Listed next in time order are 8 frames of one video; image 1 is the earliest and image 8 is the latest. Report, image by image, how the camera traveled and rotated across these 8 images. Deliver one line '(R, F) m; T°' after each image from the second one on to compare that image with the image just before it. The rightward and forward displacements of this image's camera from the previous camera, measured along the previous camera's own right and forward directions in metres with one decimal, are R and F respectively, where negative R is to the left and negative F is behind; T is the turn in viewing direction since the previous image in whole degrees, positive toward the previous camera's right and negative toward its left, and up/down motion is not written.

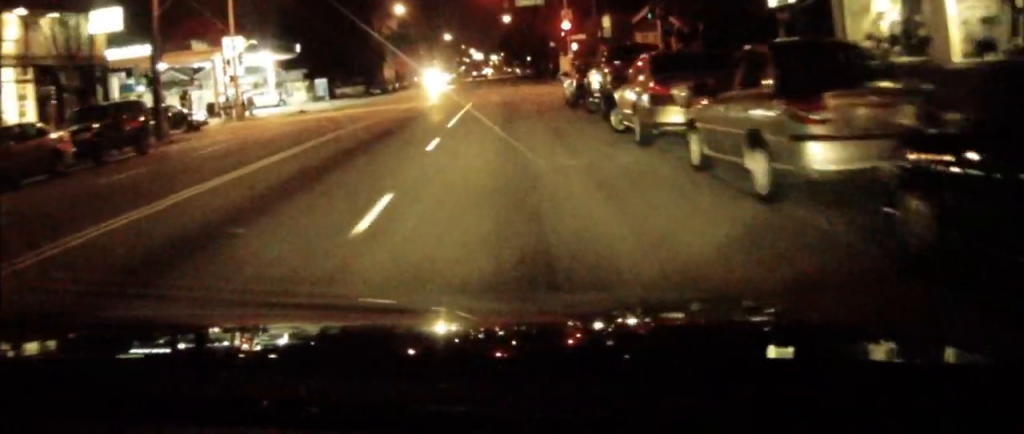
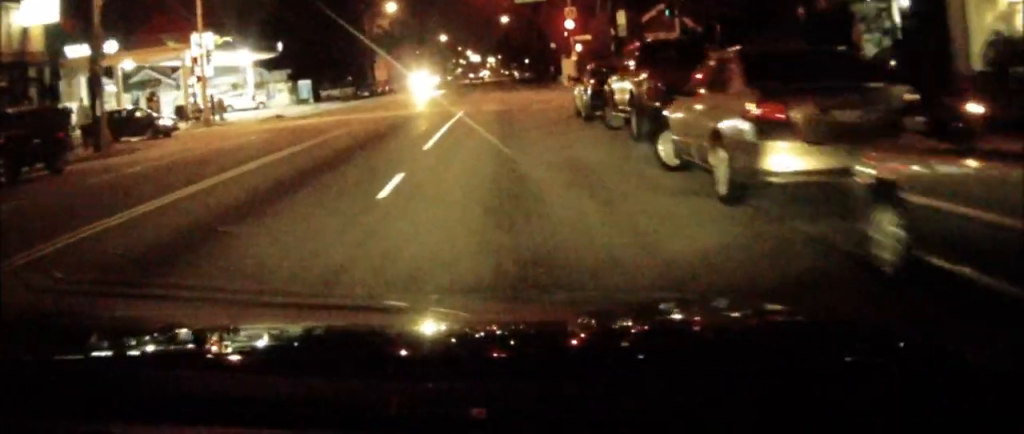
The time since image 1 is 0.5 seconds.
(0.0, +5.4) m; 0°
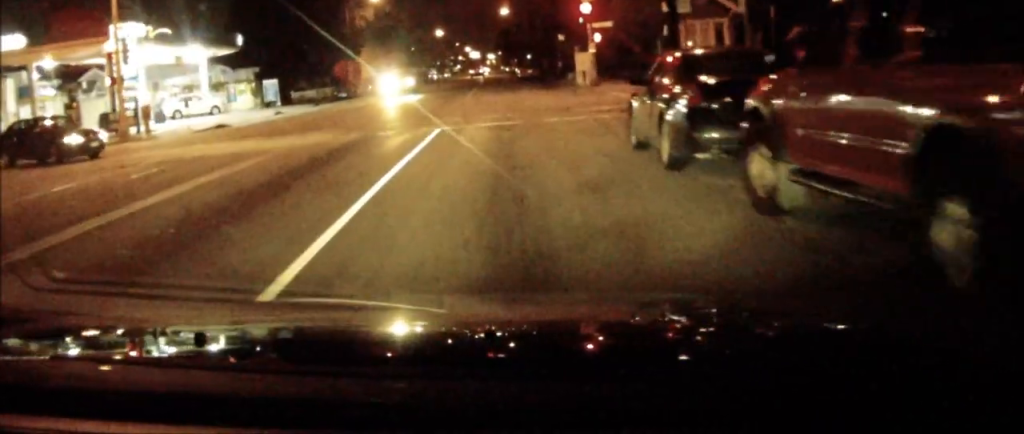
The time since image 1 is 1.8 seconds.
(0.0, +11.2) m; 0°
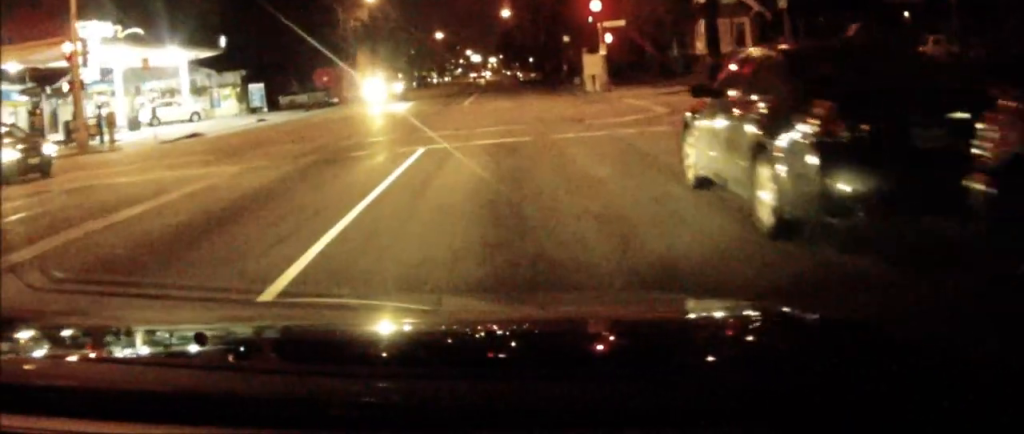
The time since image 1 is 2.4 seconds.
(0.0, +4.1) m; 0°
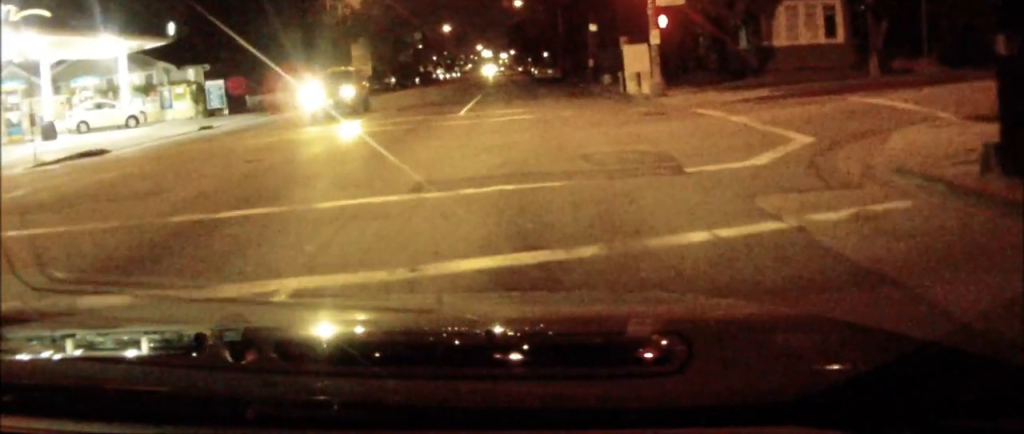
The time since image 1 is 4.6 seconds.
(+0.2, +8.8) m; +2°
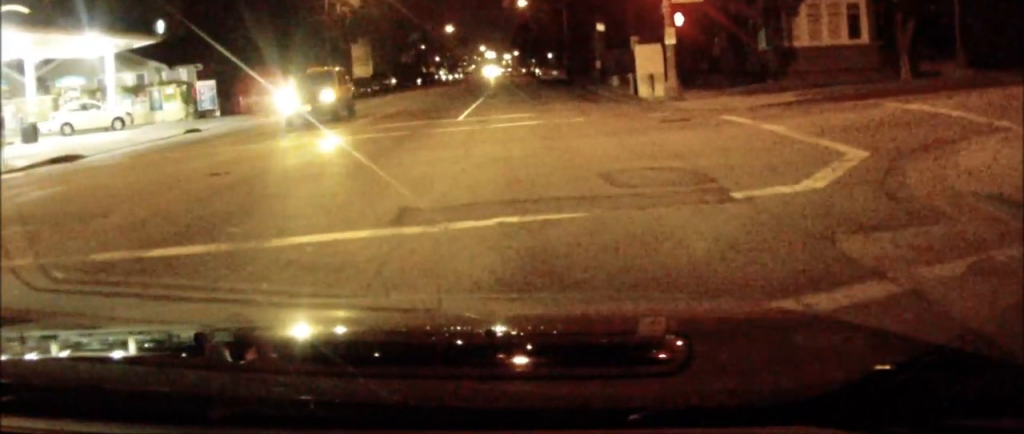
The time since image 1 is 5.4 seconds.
(0.0, +2.5) m; -4°
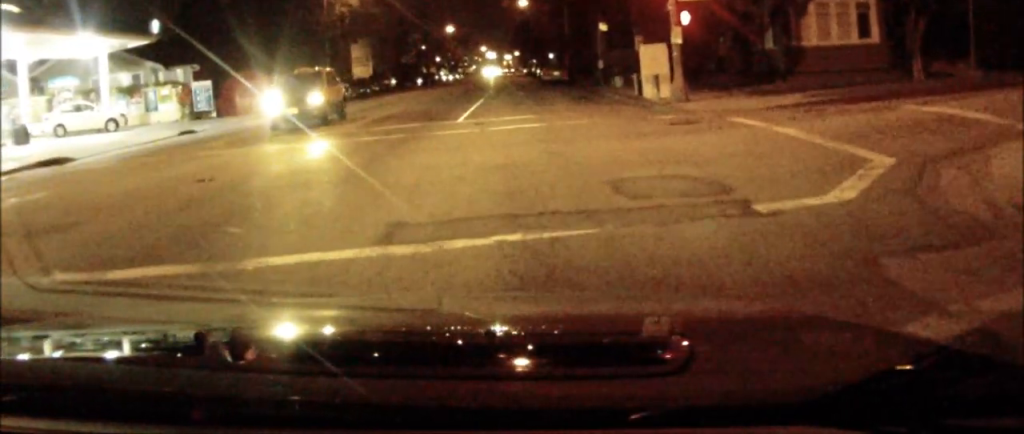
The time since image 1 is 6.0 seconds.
(0.0, +1.2) m; -2°
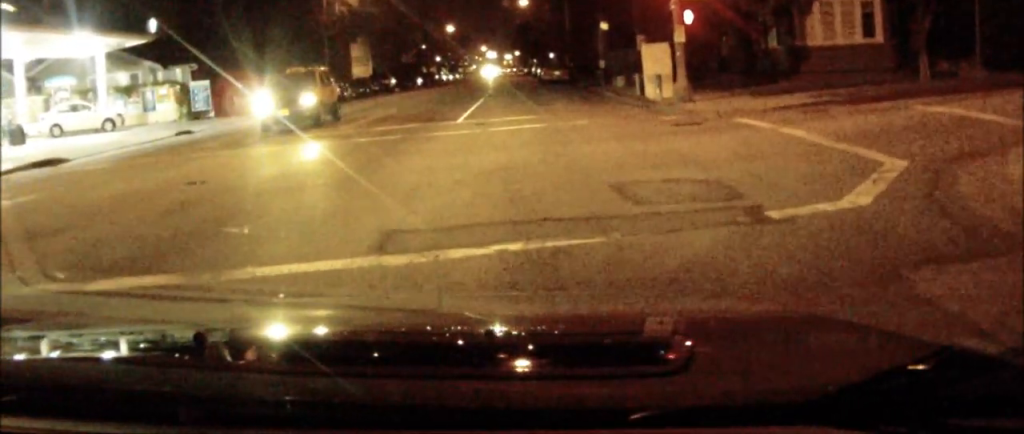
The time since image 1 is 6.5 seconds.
(-0.1, +0.3) m; 0°
